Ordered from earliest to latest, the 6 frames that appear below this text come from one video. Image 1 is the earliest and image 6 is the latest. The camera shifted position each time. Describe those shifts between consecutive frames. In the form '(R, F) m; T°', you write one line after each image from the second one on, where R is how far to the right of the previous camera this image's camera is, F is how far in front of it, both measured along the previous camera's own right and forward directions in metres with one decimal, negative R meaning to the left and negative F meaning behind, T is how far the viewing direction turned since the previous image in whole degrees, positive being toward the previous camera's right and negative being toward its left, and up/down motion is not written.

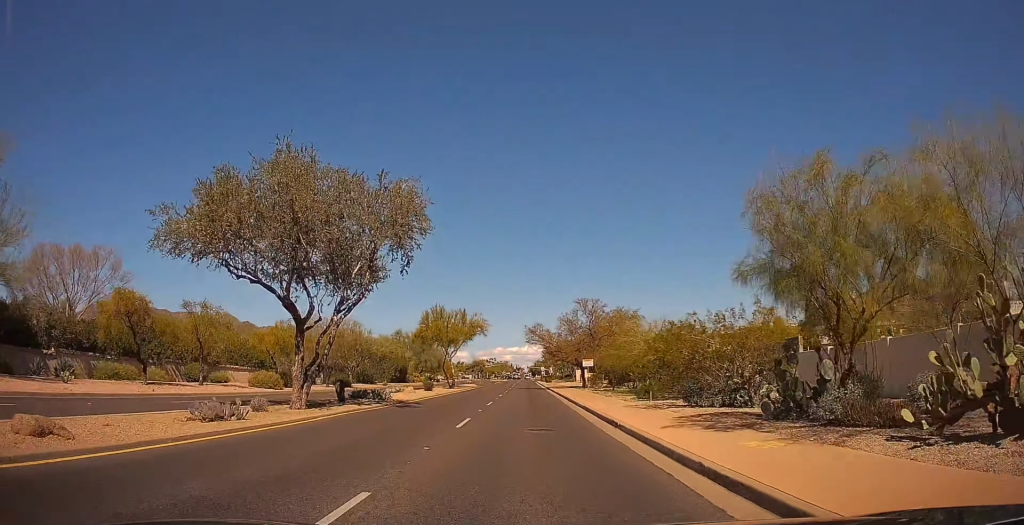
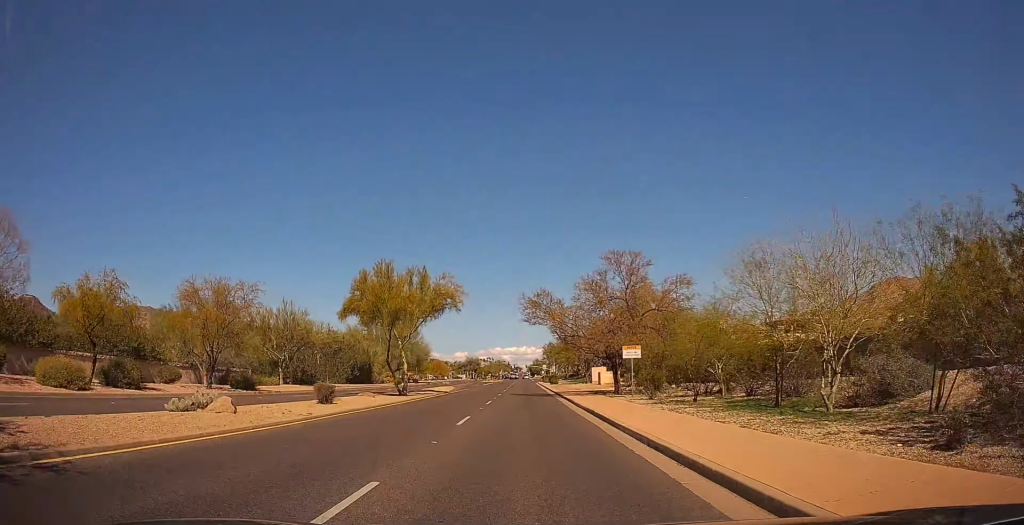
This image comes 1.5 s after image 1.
(+0.5, +21.7) m; 0°
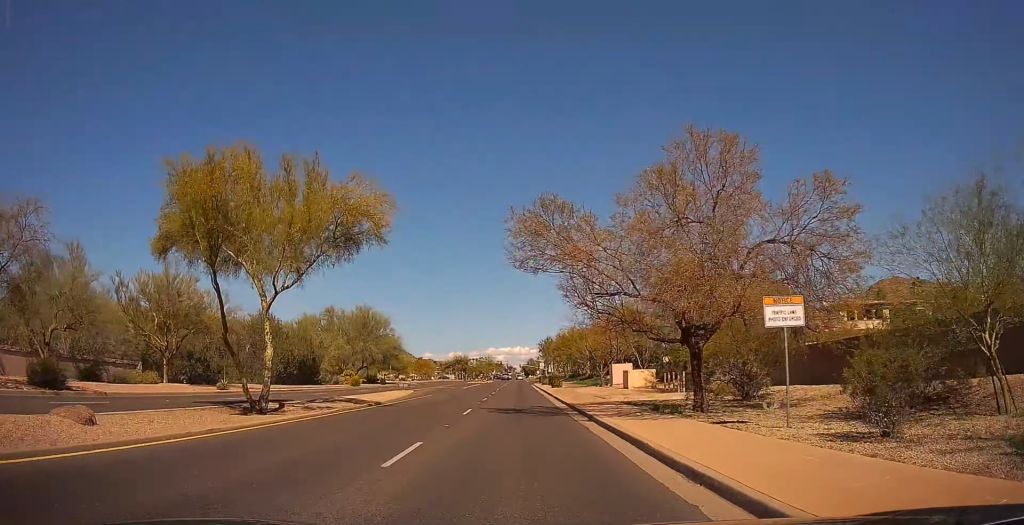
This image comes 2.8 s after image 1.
(-0.9, +18.2) m; -2°
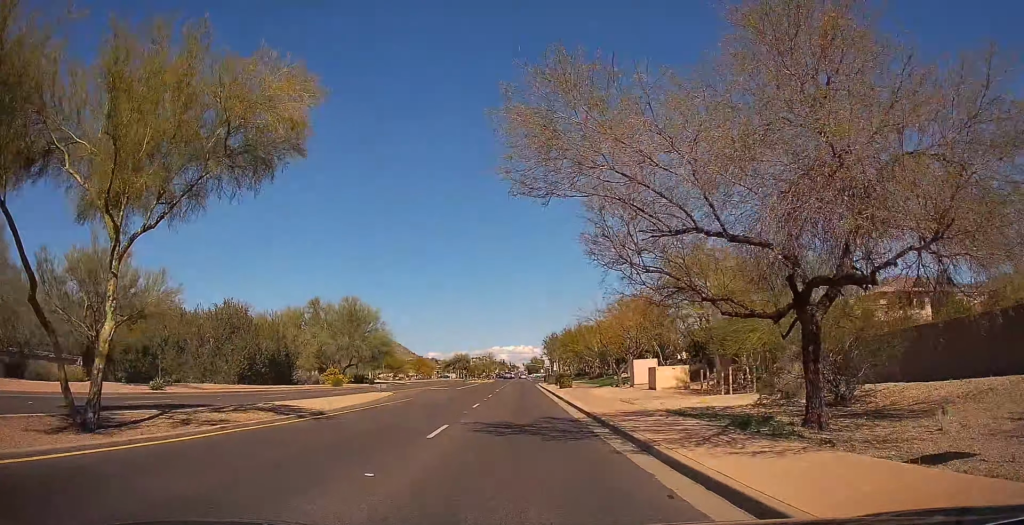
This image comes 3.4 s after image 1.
(+0.2, +7.3) m; 0°
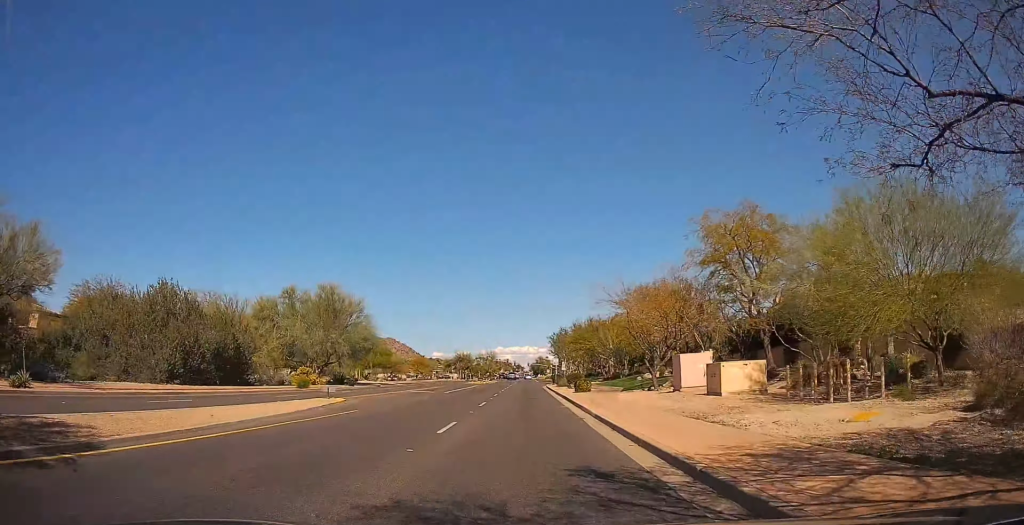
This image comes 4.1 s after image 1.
(-0.1, +10.1) m; 0°
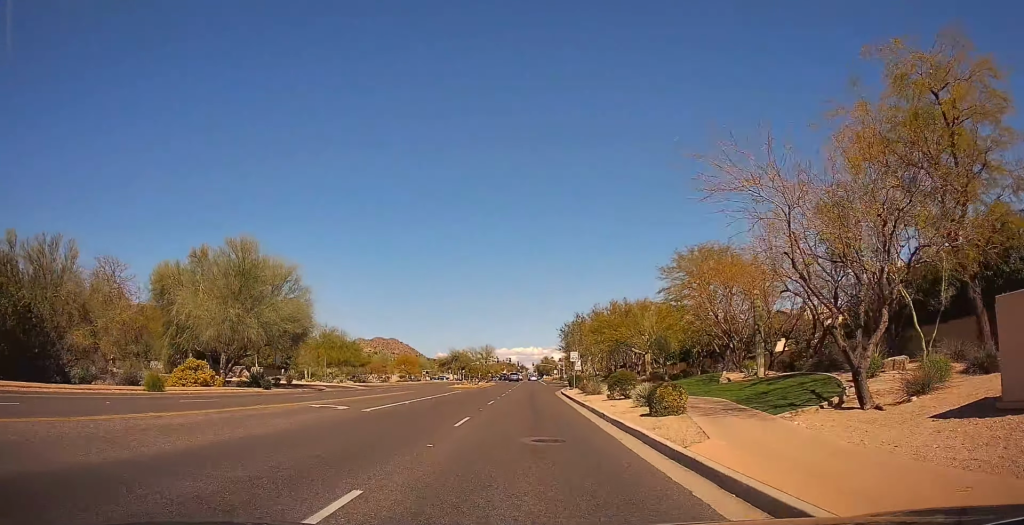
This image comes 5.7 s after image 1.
(+0.2, +21.1) m; +4°
